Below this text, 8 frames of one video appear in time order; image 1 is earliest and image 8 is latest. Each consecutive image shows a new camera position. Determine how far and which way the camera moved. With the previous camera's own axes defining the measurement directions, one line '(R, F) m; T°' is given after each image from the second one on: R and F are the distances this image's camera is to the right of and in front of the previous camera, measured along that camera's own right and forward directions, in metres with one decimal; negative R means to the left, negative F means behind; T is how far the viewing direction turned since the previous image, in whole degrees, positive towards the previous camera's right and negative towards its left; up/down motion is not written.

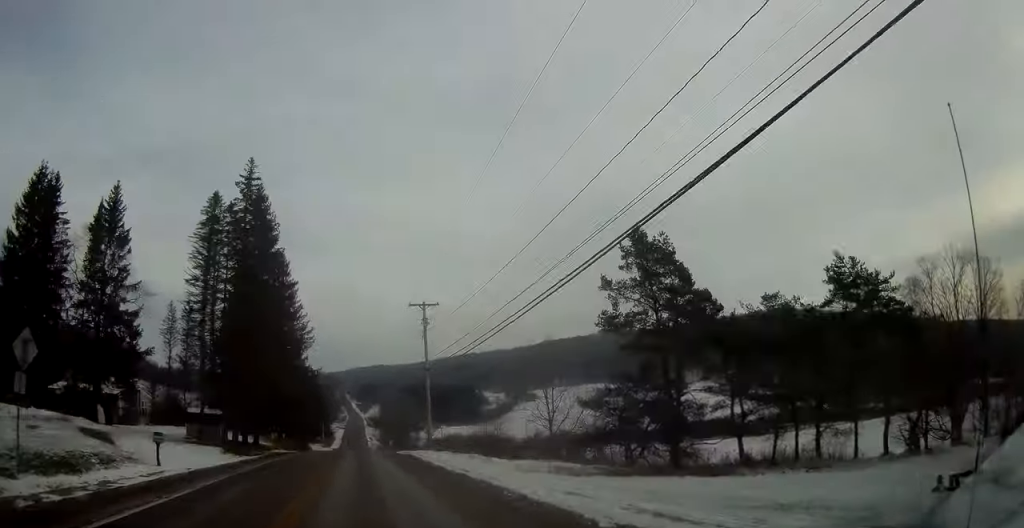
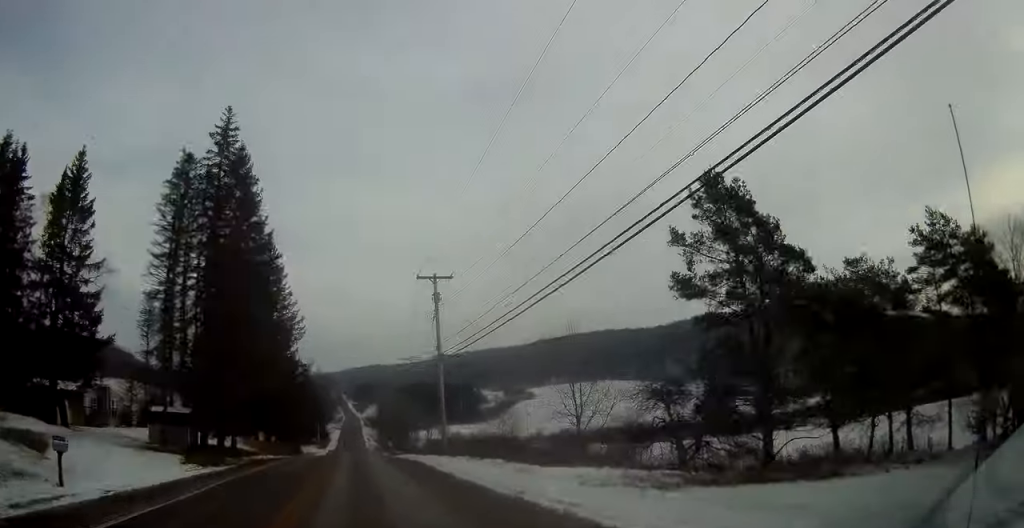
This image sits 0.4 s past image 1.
(+0.1, +8.3) m; 0°
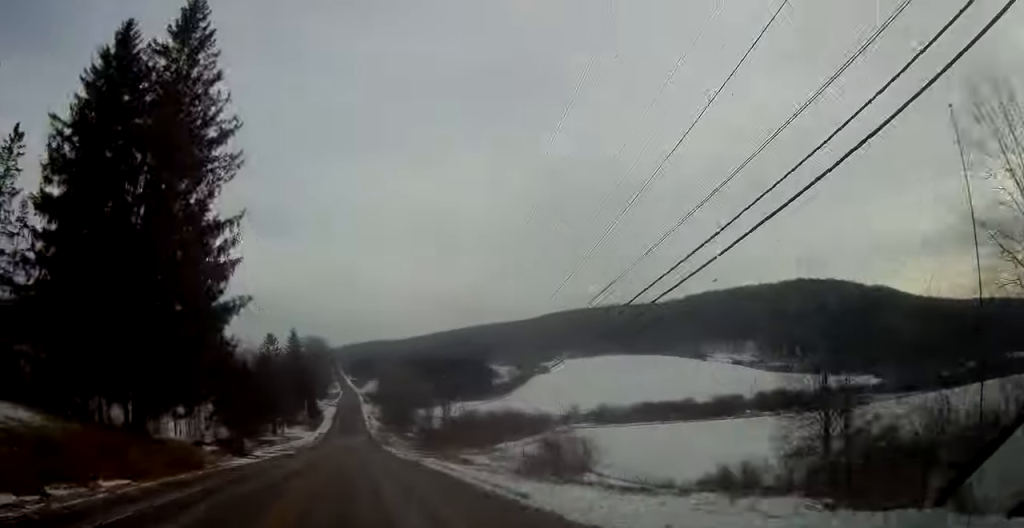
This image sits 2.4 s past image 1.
(-0.2, +42.7) m; -1°
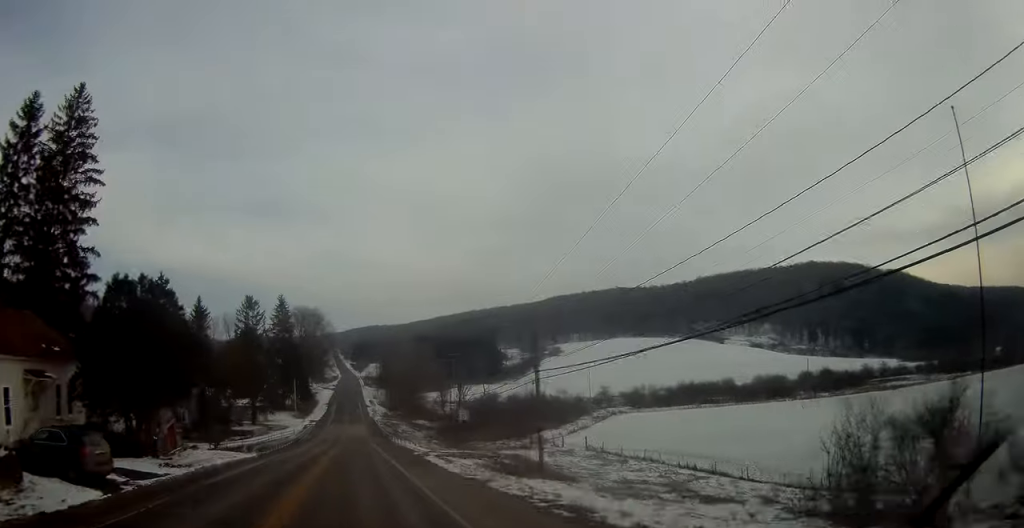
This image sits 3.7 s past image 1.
(-0.1, +27.1) m; 0°
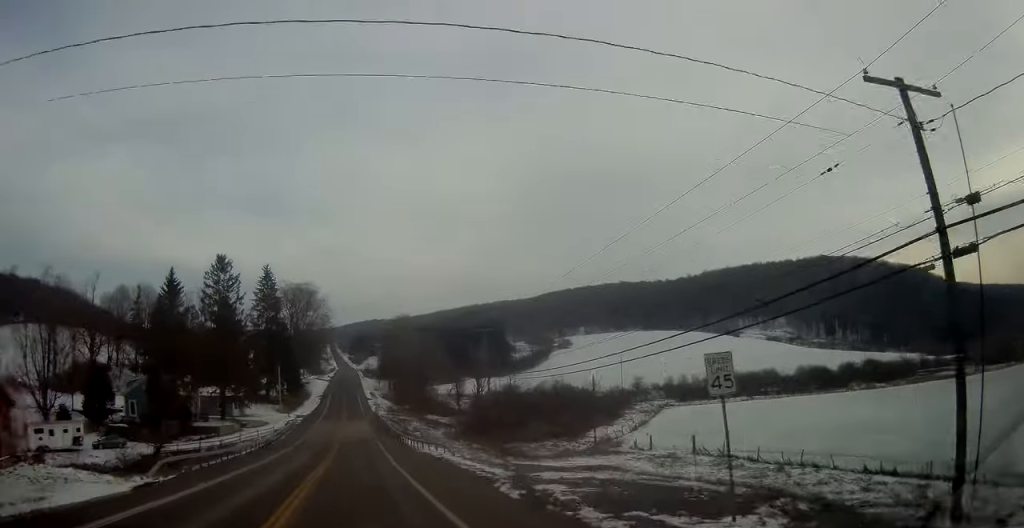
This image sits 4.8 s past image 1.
(+0.2, +23.3) m; 0°
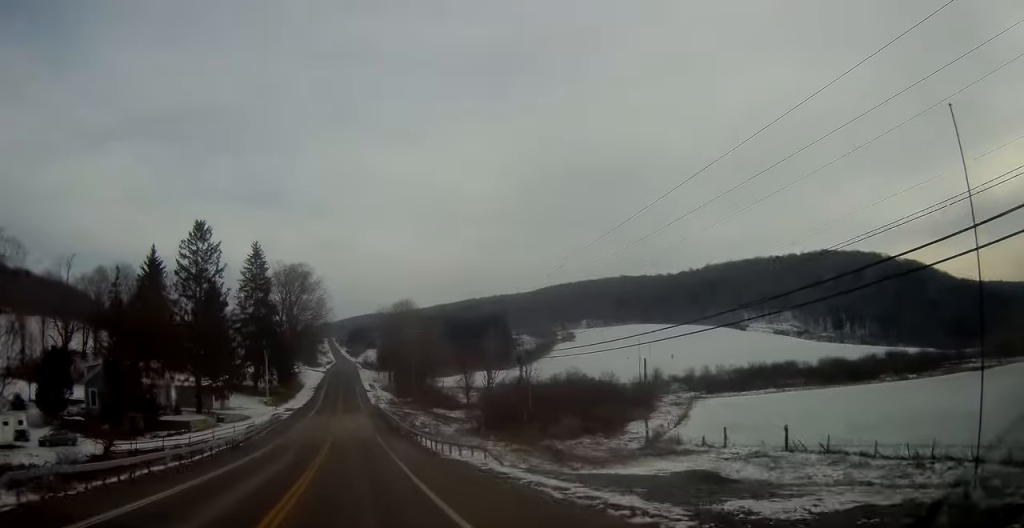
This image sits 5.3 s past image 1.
(-0.2, +11.9) m; 0°
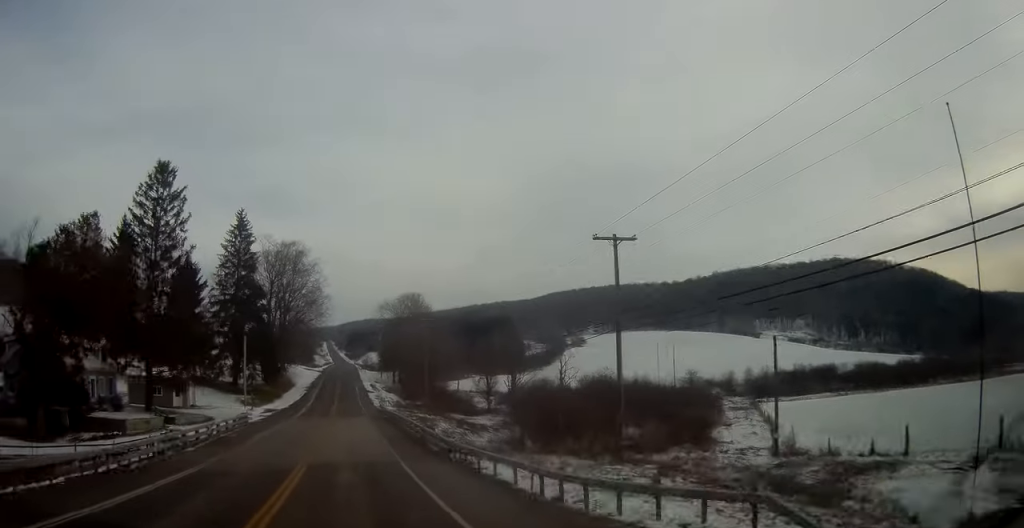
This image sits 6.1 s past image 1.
(+0.2, +17.0) m; 0°
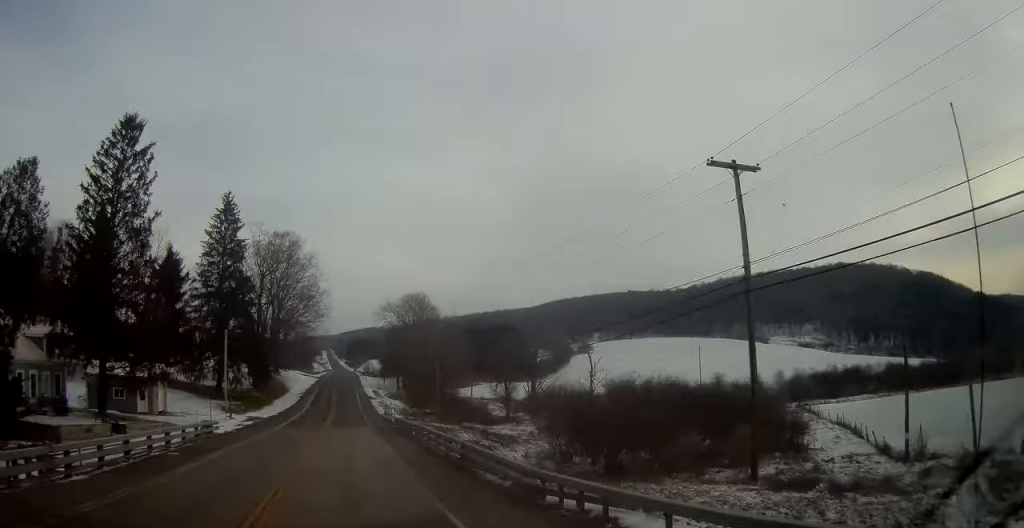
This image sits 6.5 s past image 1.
(0.0, +10.3) m; 0°
